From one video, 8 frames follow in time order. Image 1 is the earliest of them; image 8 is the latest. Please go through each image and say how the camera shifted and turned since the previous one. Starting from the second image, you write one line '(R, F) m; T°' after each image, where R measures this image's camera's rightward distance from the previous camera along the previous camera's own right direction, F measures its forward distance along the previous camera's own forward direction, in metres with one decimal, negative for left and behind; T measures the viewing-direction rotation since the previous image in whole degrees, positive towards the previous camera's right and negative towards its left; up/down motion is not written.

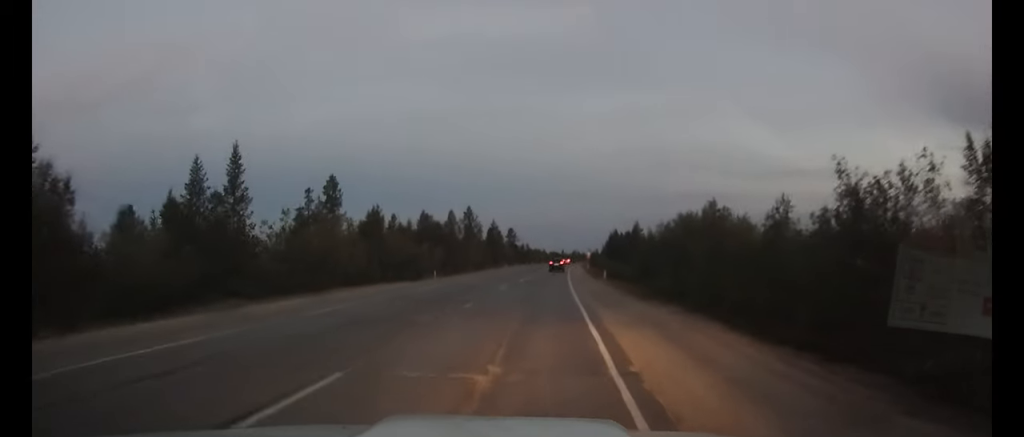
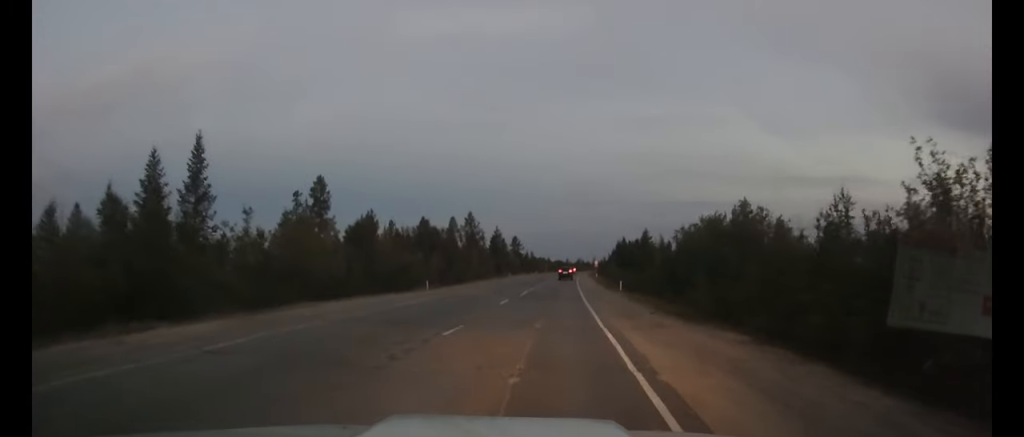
(-0.2, +7.1) m; -2°
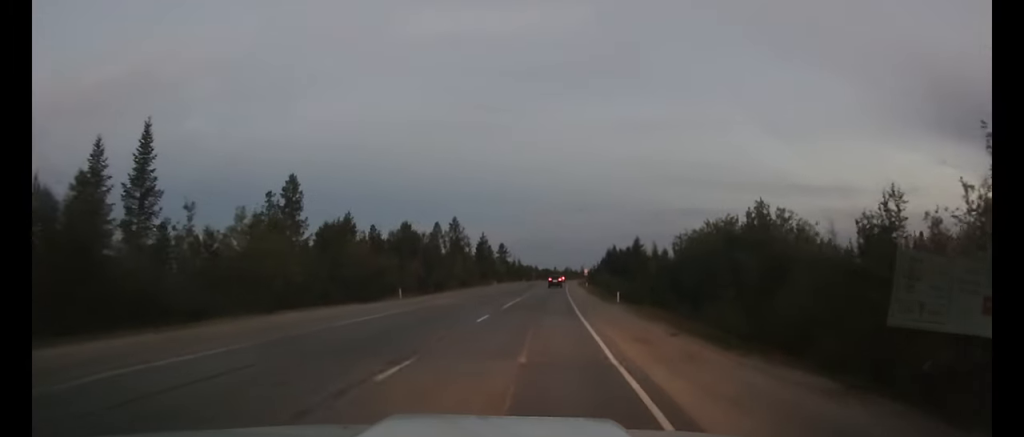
(-0.1, +5.0) m; -1°
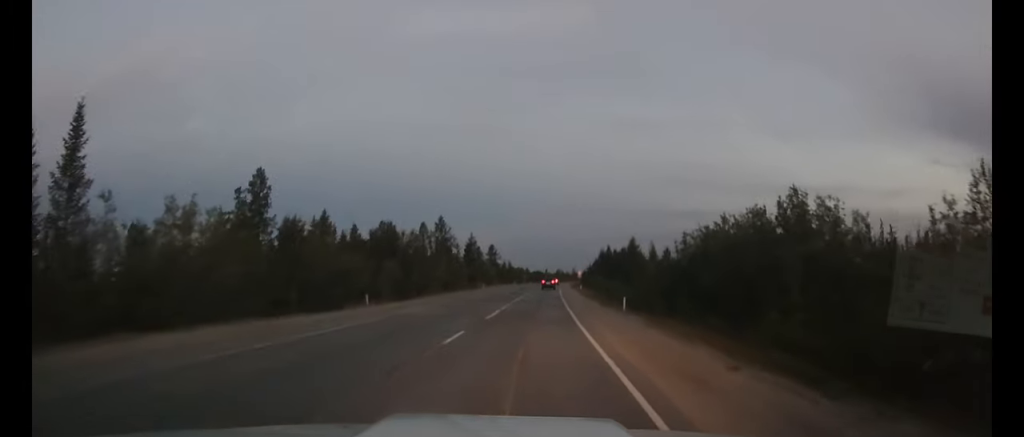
(0.0, +5.8) m; +1°
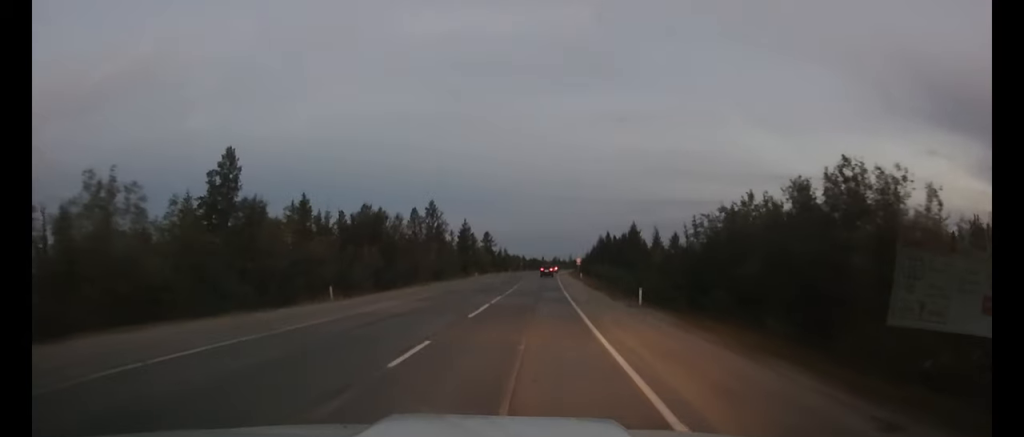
(+0.1, +4.9) m; +1°
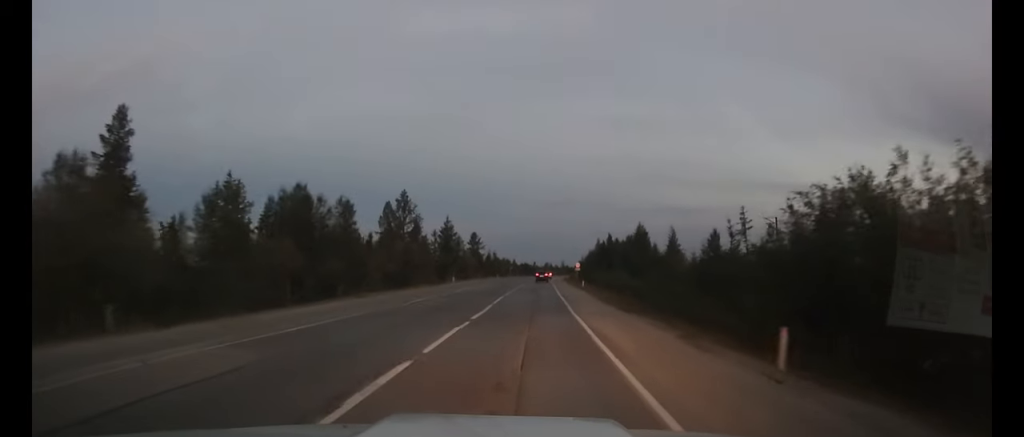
(+0.1, +11.9) m; +1°
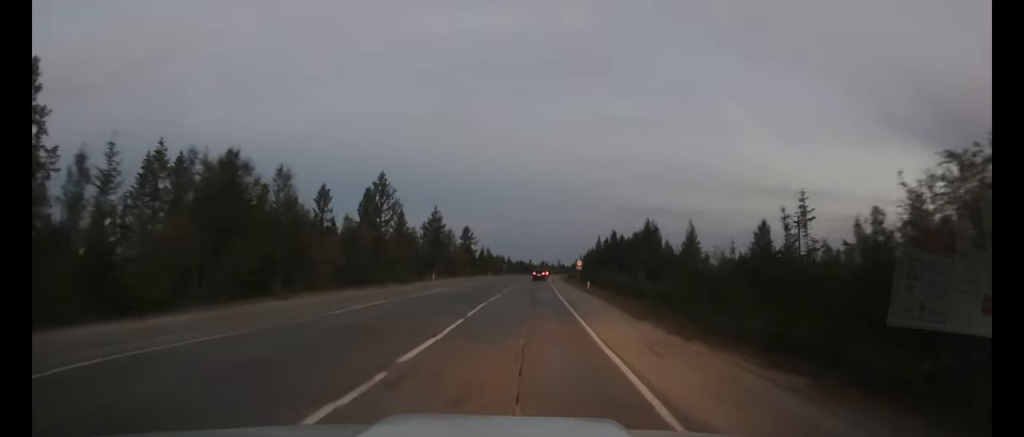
(0.0, +8.1) m; 0°
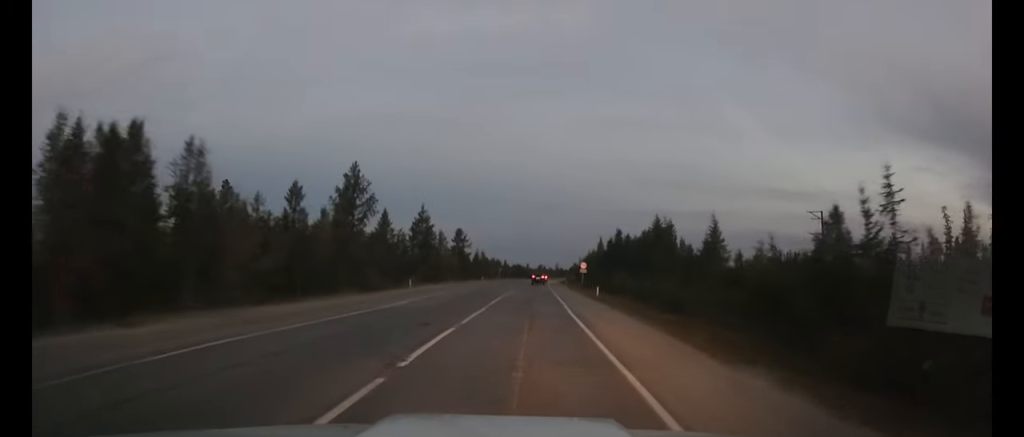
(0.0, +8.1) m; 0°
